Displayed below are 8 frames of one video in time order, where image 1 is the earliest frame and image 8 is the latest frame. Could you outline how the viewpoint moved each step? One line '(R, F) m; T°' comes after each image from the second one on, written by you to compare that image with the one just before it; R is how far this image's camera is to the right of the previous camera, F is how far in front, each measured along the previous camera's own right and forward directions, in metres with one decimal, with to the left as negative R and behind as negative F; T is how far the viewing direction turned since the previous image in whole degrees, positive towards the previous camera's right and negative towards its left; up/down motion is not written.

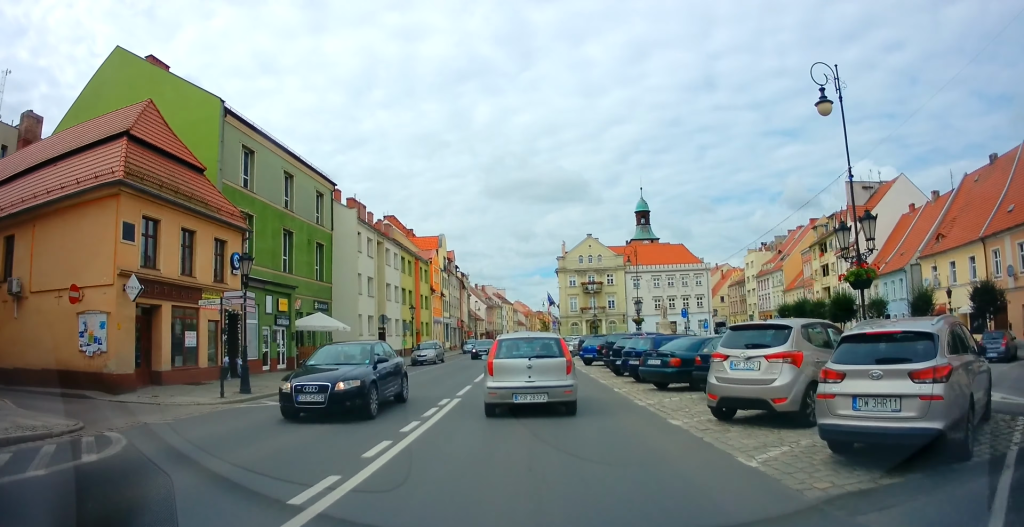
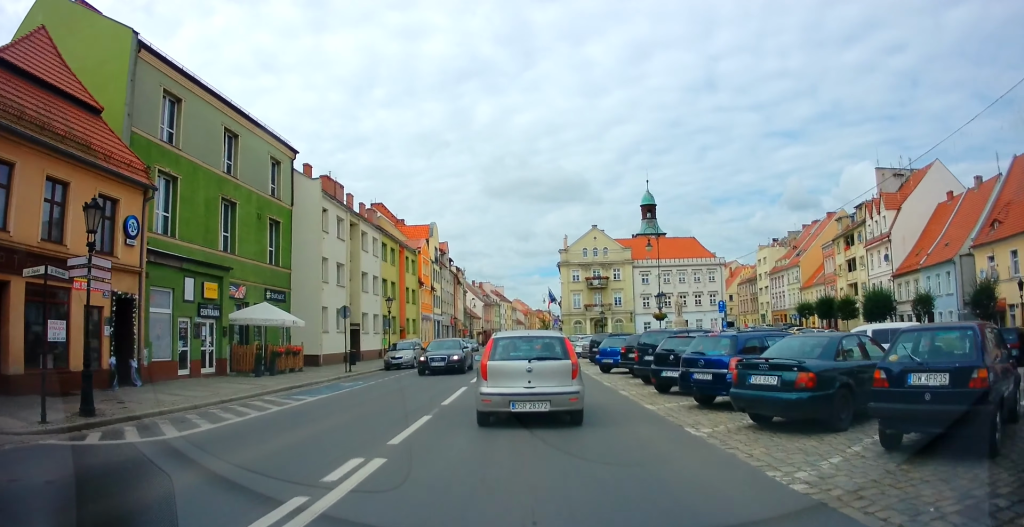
(+0.1, +6.8) m; -3°
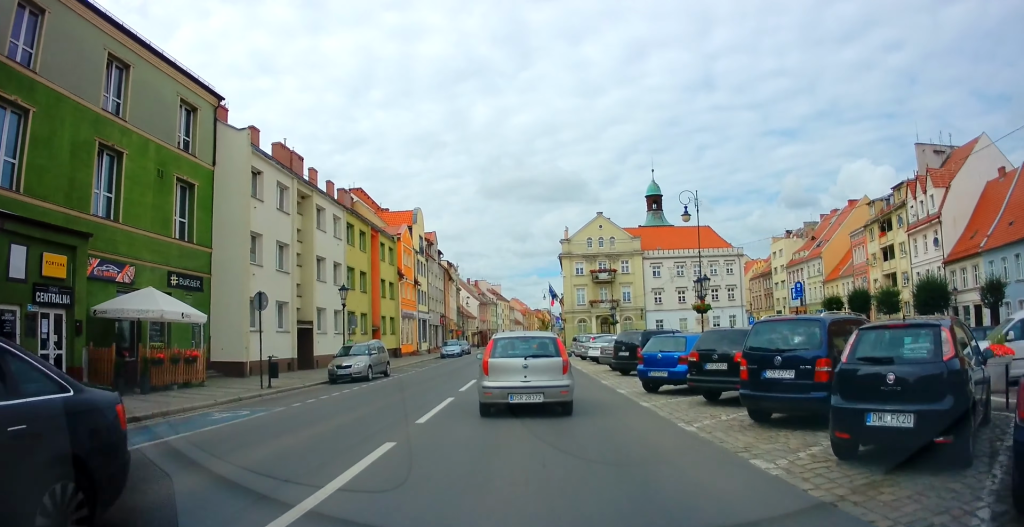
(-0.3, +8.5) m; +2°
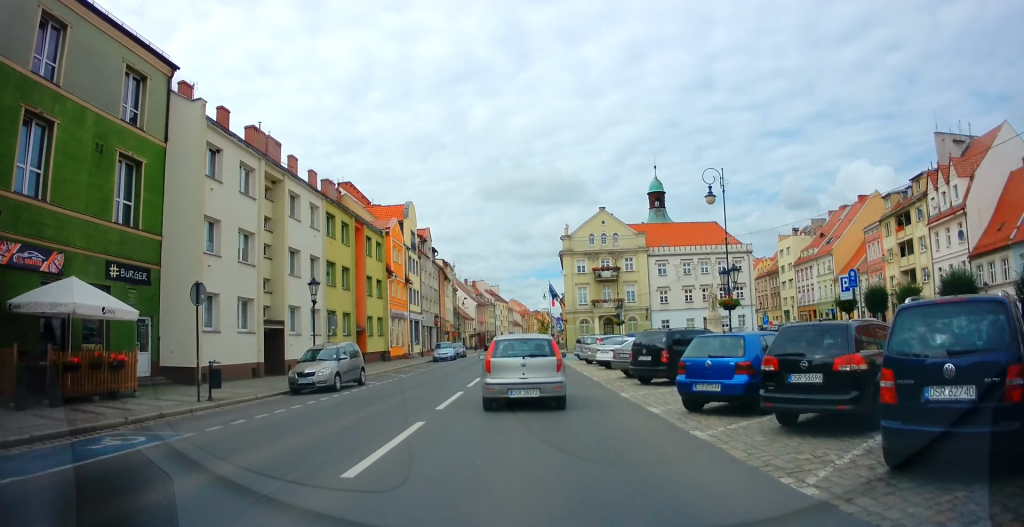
(+0.2, +3.7) m; +3°
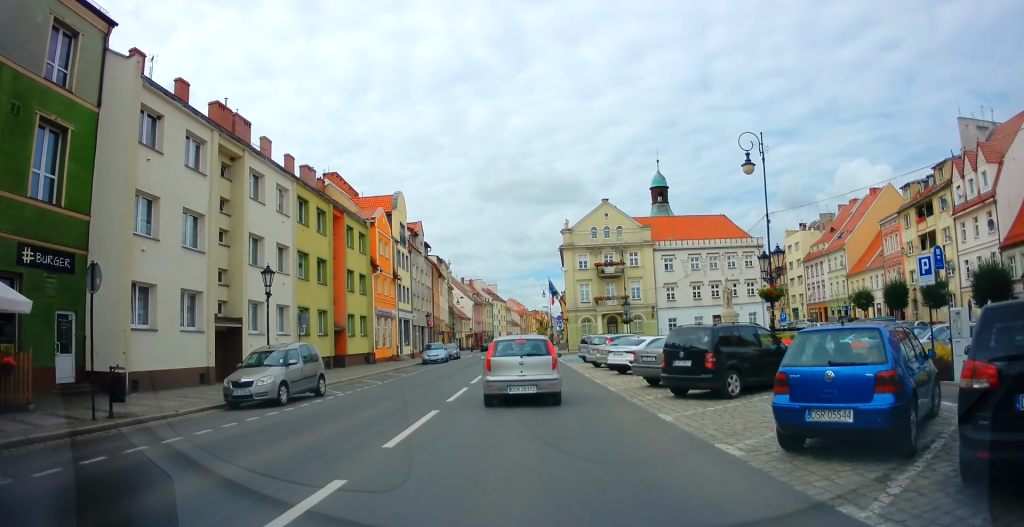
(0.0, +4.2) m; -1°
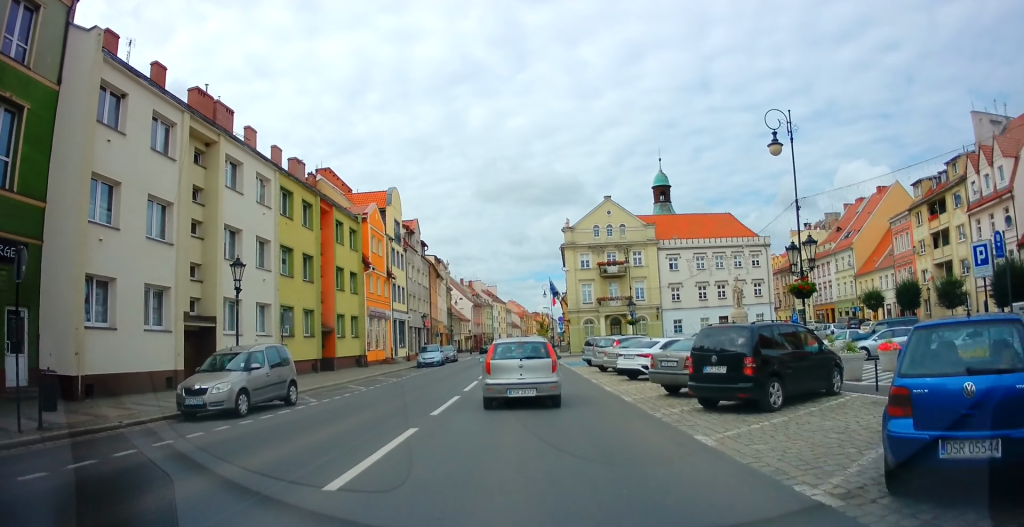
(0.0, +2.2) m; -1°
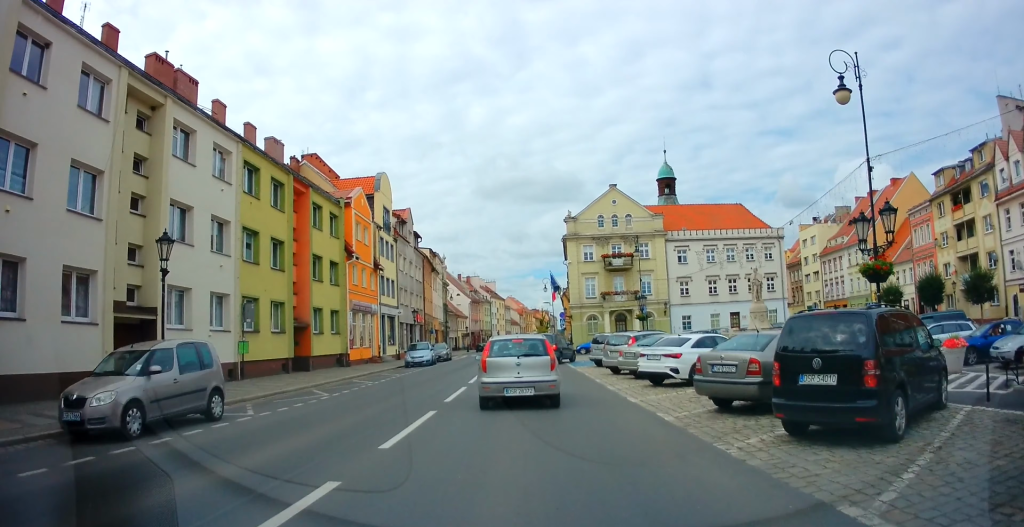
(0.0, +3.7) m; -1°
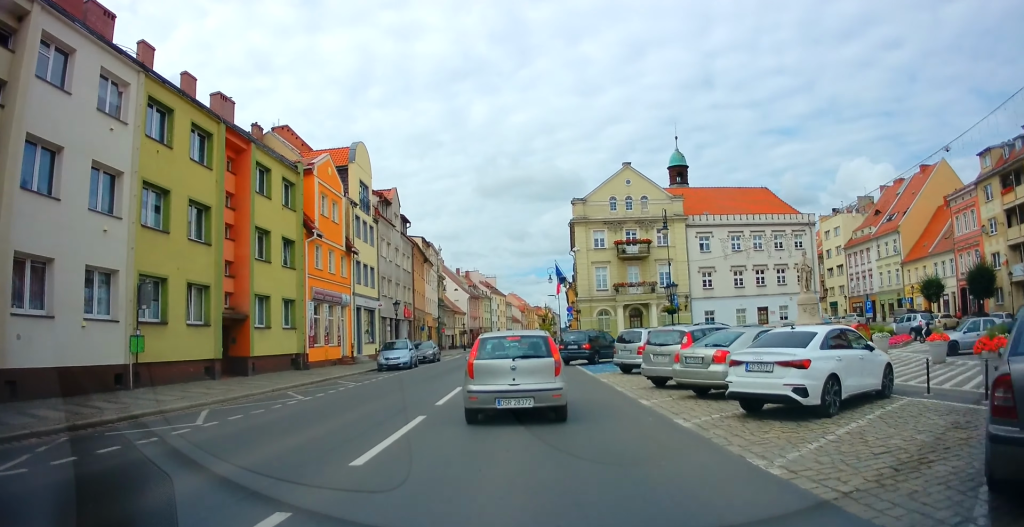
(0.0, +7.1) m; +2°
